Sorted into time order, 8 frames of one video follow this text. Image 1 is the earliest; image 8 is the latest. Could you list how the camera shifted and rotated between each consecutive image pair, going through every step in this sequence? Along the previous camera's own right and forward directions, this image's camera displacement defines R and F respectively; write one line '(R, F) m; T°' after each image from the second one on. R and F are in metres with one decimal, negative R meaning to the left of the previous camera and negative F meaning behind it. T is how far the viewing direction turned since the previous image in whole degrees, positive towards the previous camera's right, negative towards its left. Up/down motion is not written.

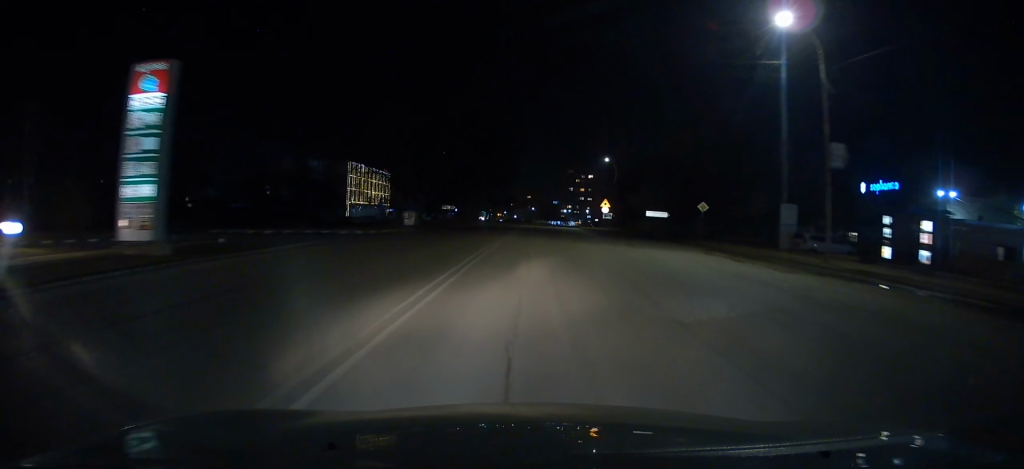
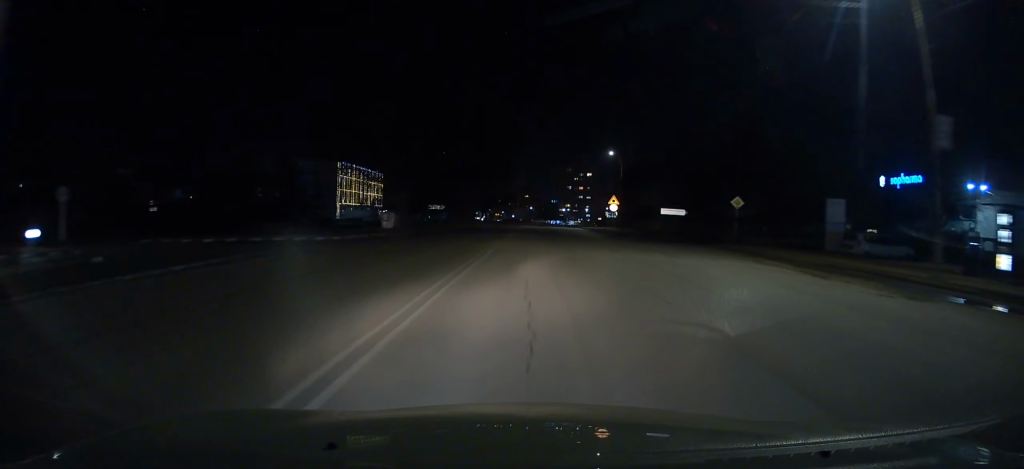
(+0.1, +6.9) m; +1°
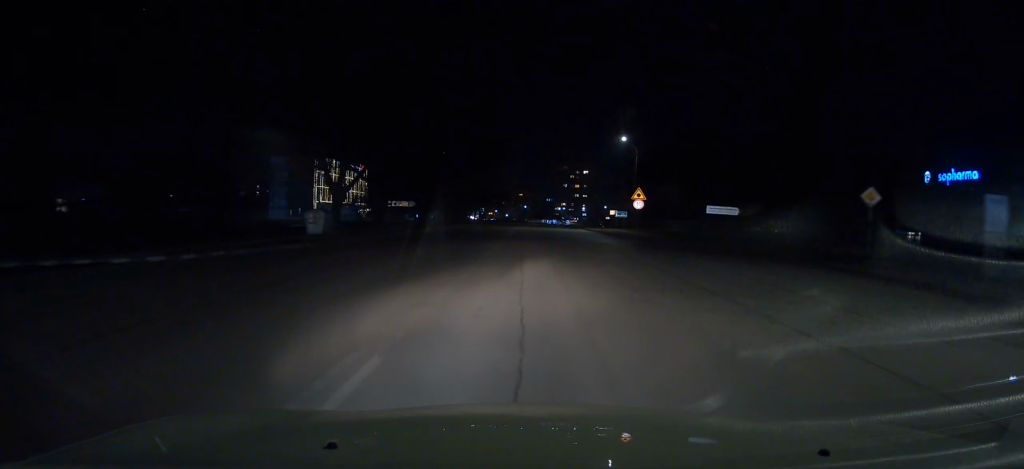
(+0.1, +13.8) m; 0°
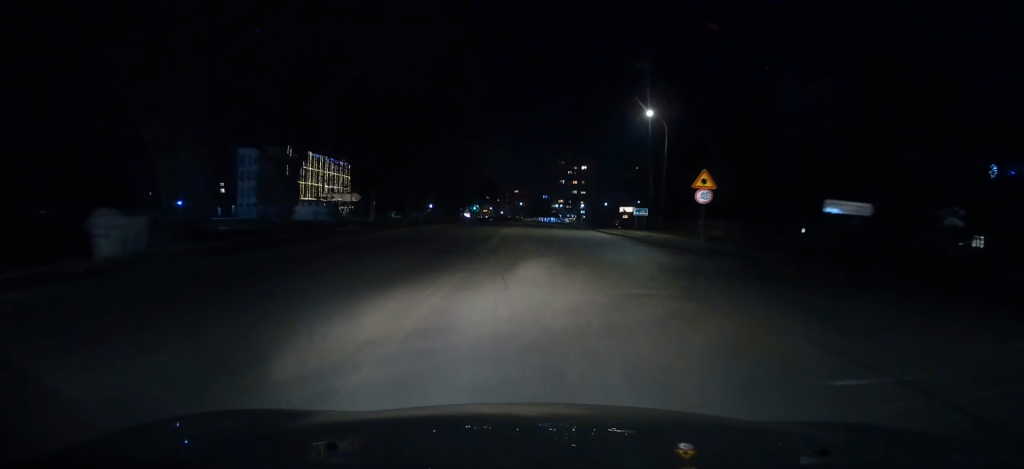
(0.0, +15.0) m; 0°
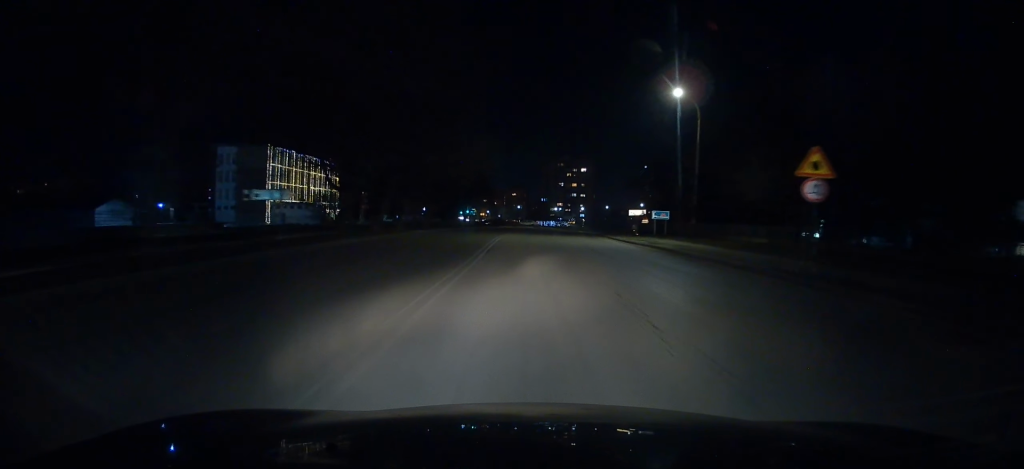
(0.0, +9.5) m; 0°
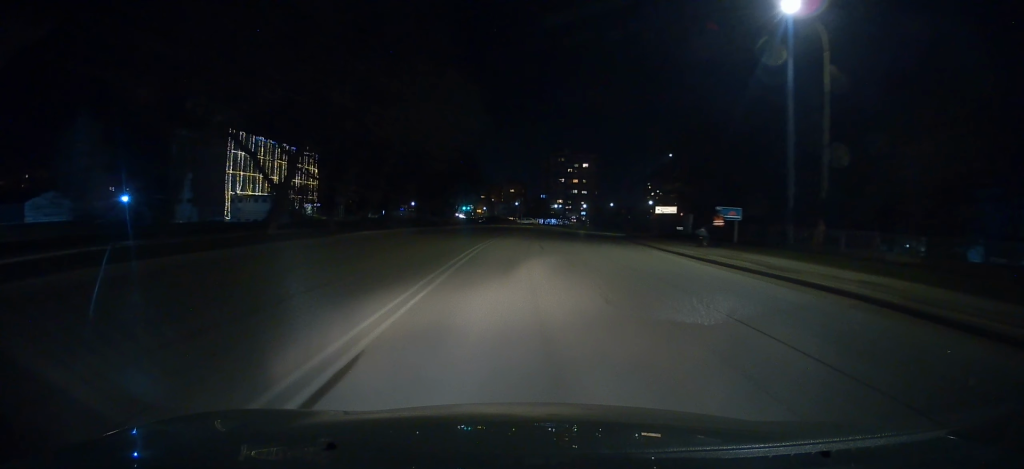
(0.0, +16.8) m; 0°
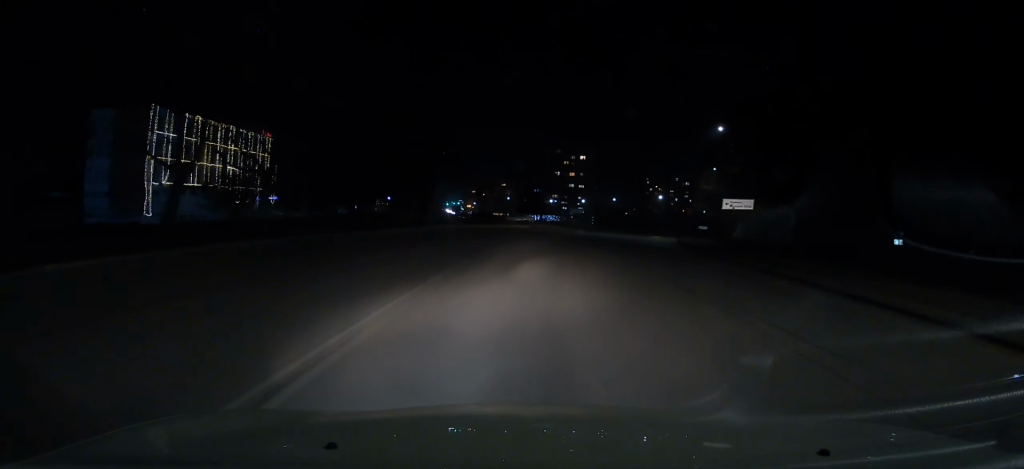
(+0.5, +22.8) m; +2°
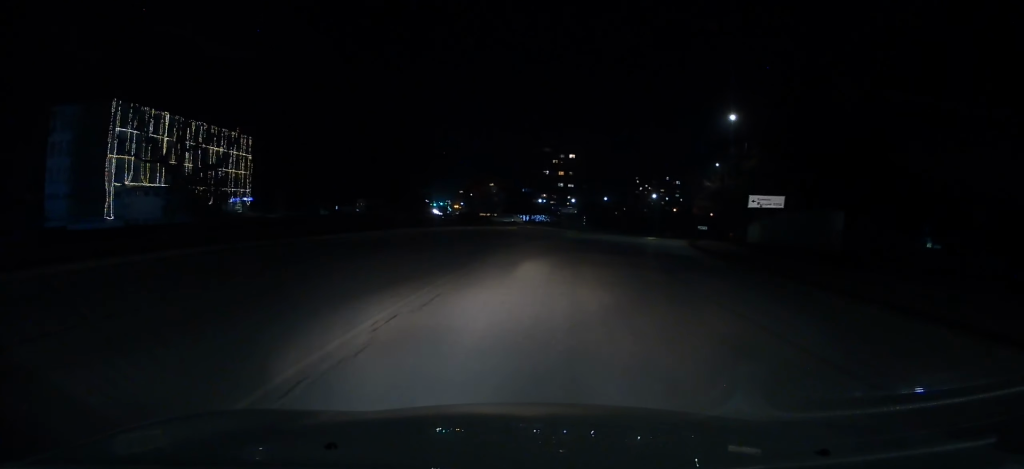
(+0.2, +6.8) m; 0°
